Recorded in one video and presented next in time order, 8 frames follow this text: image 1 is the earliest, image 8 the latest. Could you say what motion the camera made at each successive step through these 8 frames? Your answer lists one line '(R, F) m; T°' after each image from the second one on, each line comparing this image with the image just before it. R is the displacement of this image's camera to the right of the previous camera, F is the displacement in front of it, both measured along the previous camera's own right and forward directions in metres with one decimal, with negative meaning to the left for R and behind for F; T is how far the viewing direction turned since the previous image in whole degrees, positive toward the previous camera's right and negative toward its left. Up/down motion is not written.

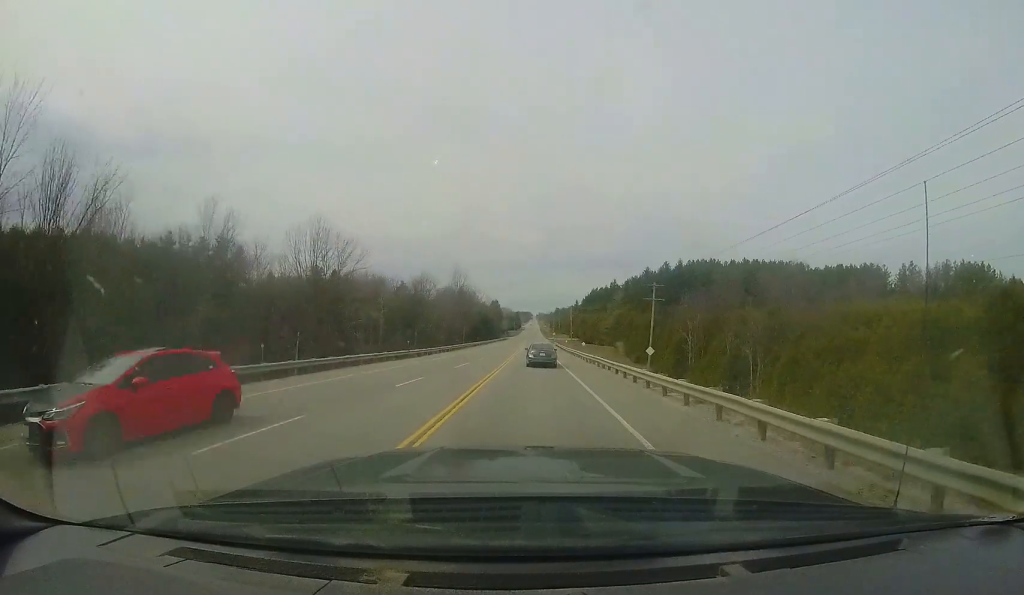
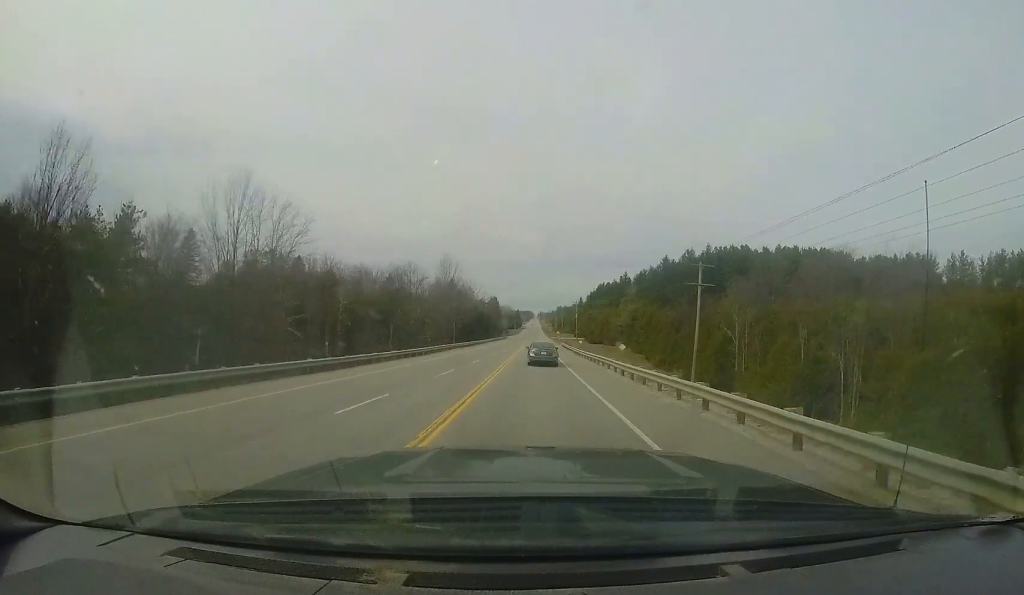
(-0.4, +14.2) m; 0°
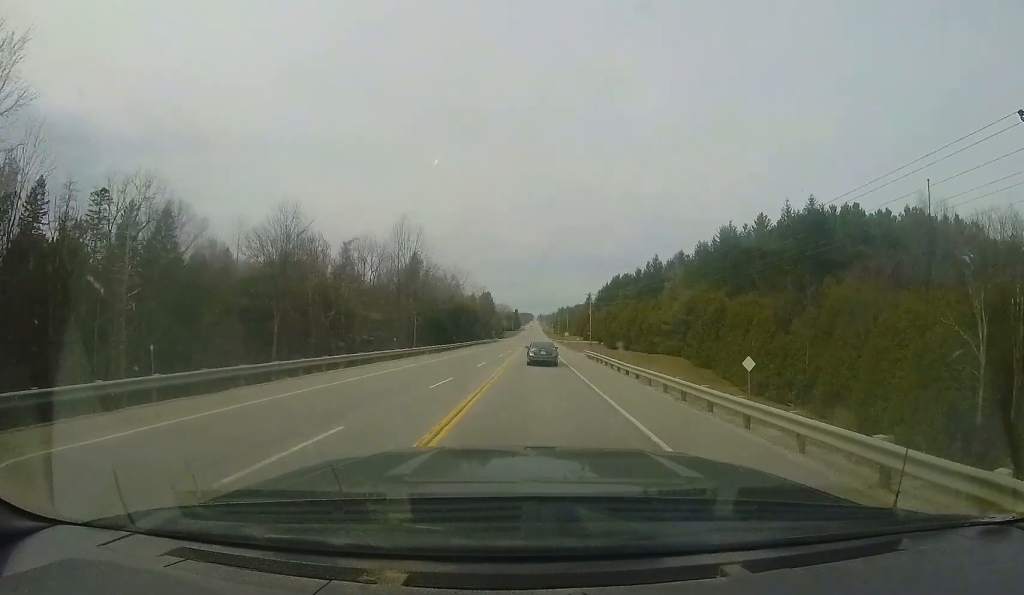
(+0.3, +30.2) m; +1°
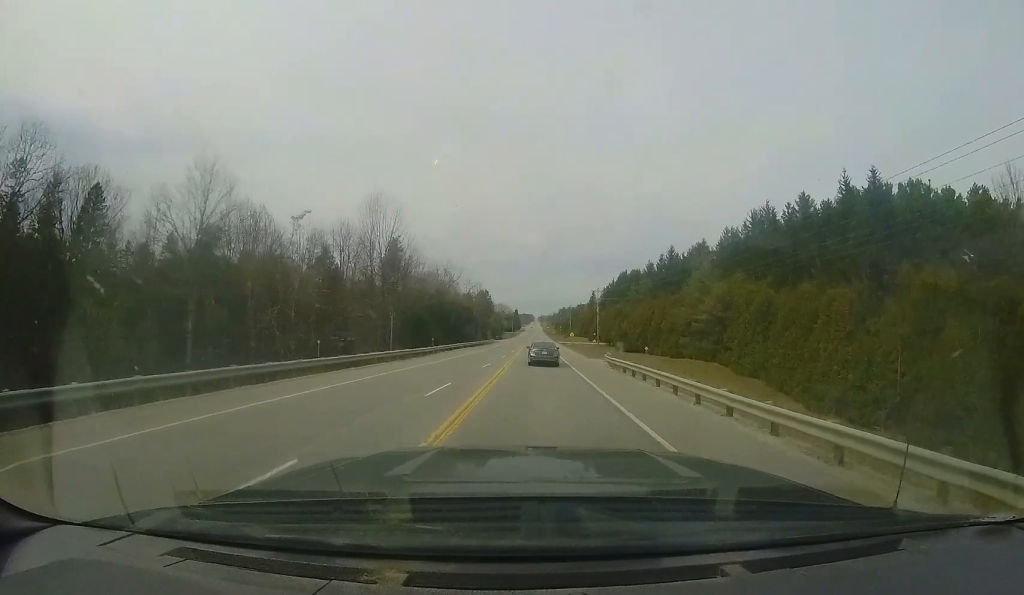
(0.0, +10.4) m; 0°
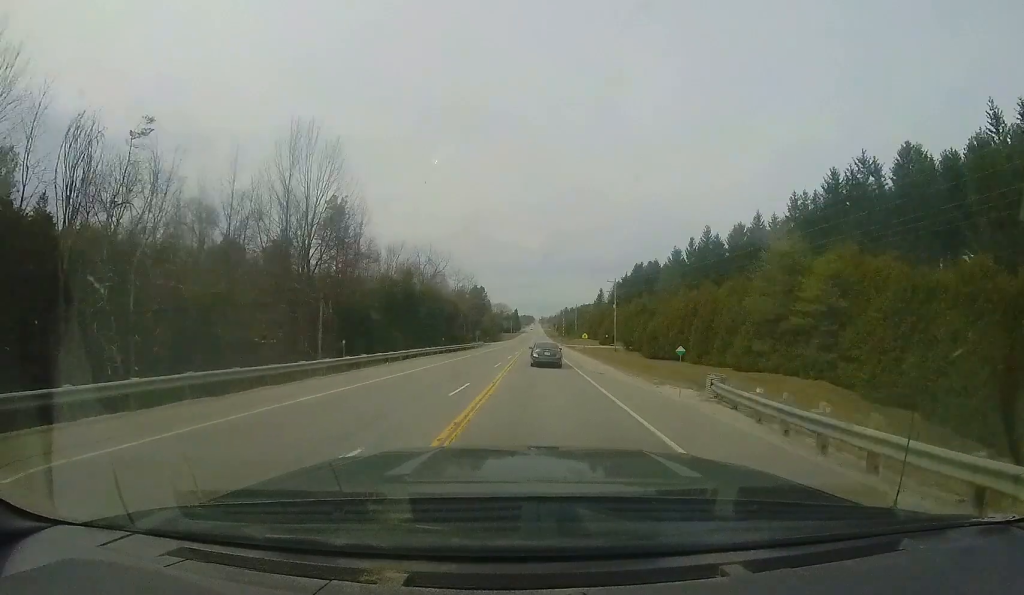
(0.0, +17.6) m; 0°
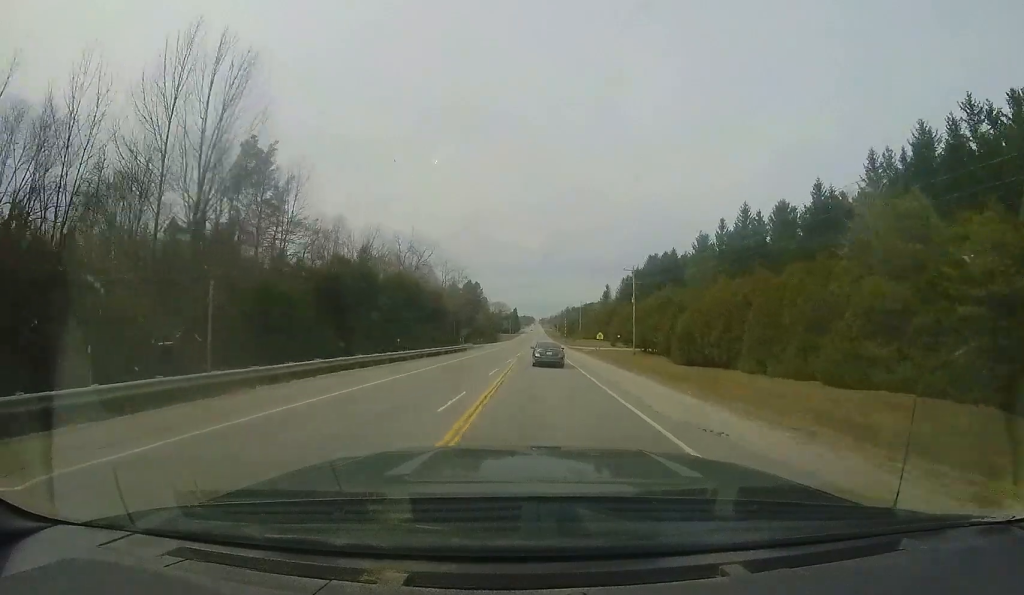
(0.0, +12.8) m; -1°
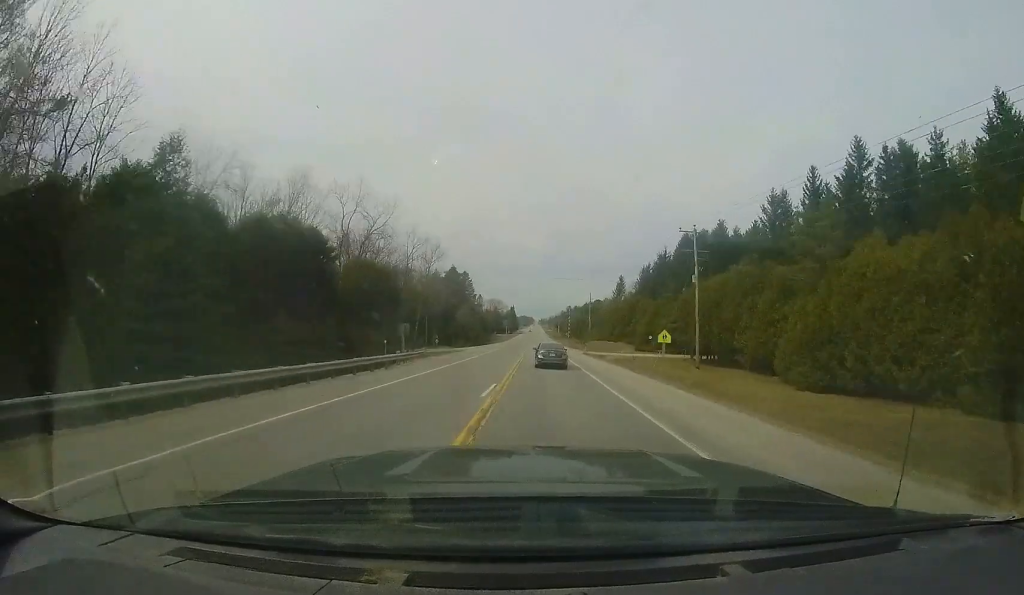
(-0.3, +22.3) m; -1°
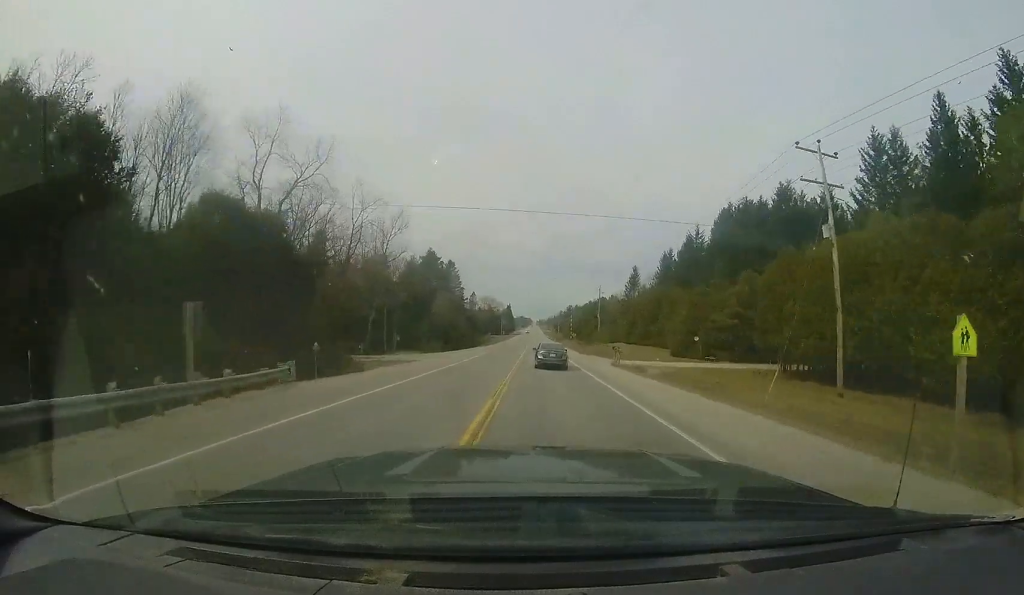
(0.0, +17.6) m; 0°
